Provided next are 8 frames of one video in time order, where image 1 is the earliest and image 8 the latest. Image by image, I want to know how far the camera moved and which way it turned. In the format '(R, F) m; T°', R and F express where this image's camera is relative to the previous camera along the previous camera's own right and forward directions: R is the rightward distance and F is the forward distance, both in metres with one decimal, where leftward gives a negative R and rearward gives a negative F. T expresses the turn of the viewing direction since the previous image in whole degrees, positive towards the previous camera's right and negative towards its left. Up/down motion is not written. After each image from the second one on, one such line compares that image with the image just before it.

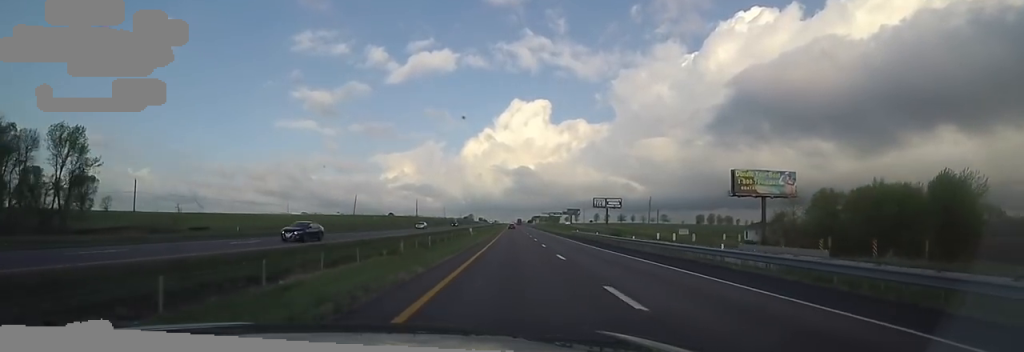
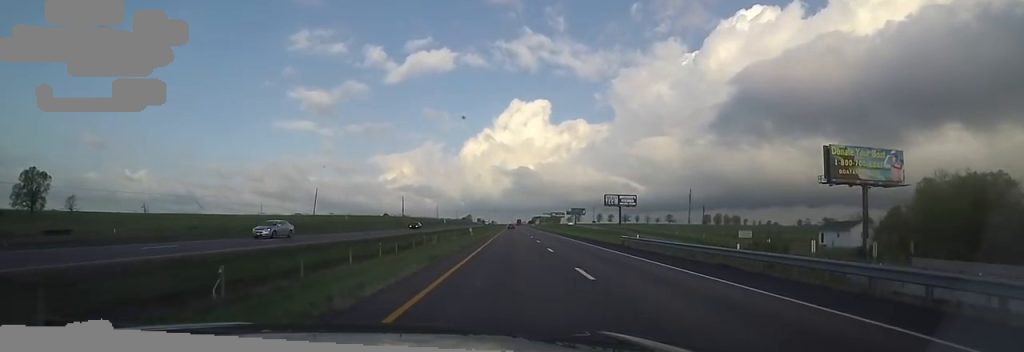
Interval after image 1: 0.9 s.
(0.0, +32.0) m; +2°
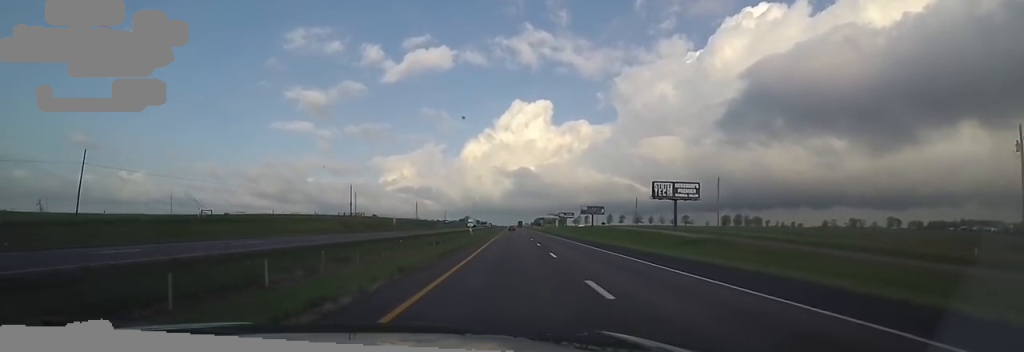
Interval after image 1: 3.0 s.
(+1.1, +76.0) m; -1°
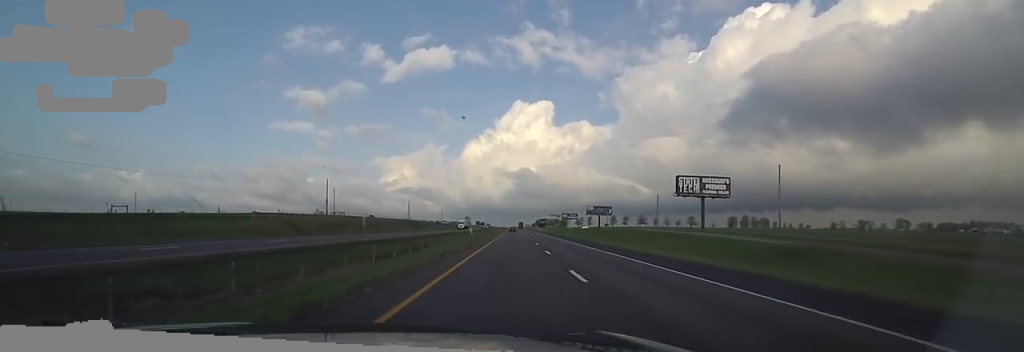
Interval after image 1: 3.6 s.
(-0.2, +21.3) m; -1°
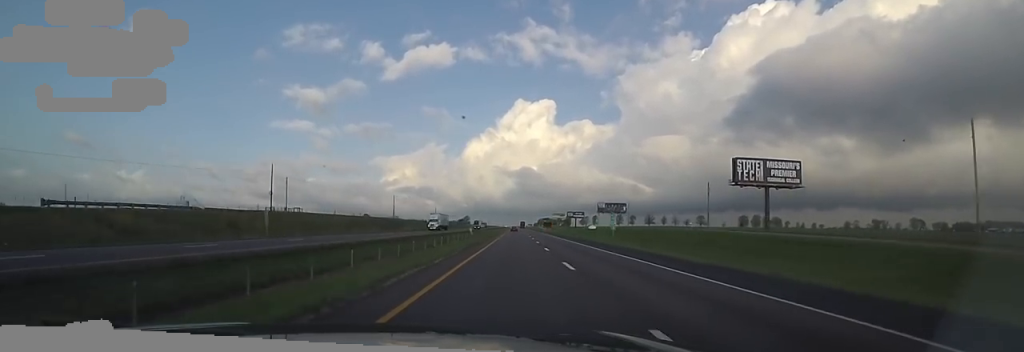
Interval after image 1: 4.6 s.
(0.0, +33.1) m; 0°
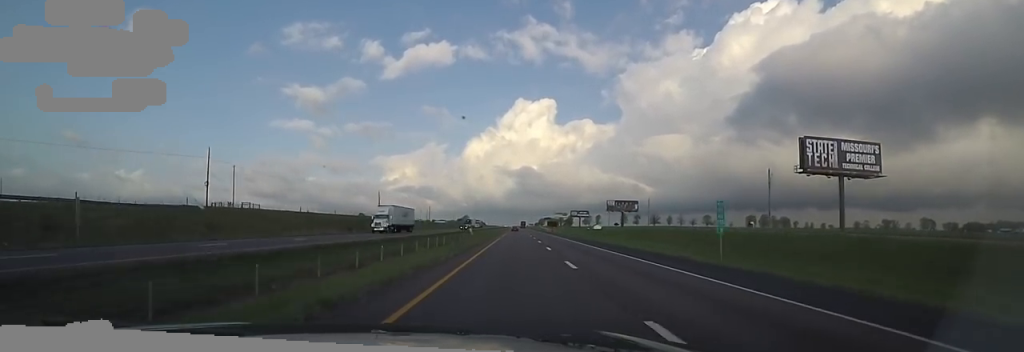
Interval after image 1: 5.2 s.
(0.0, +23.7) m; 0°
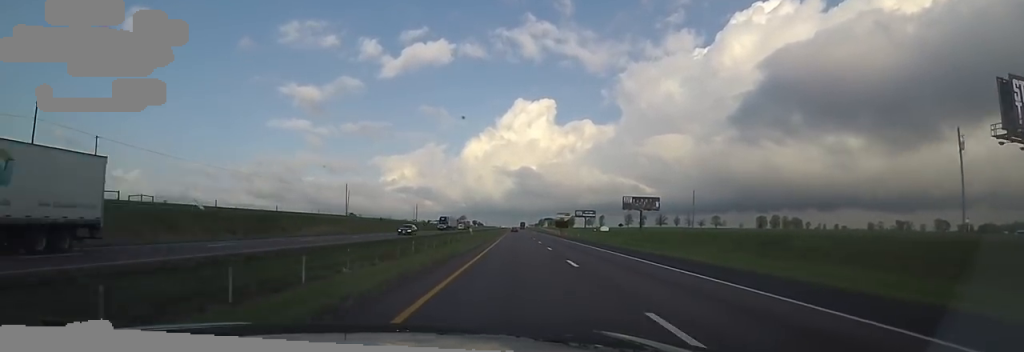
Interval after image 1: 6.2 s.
(0.0, +35.7) m; 0°
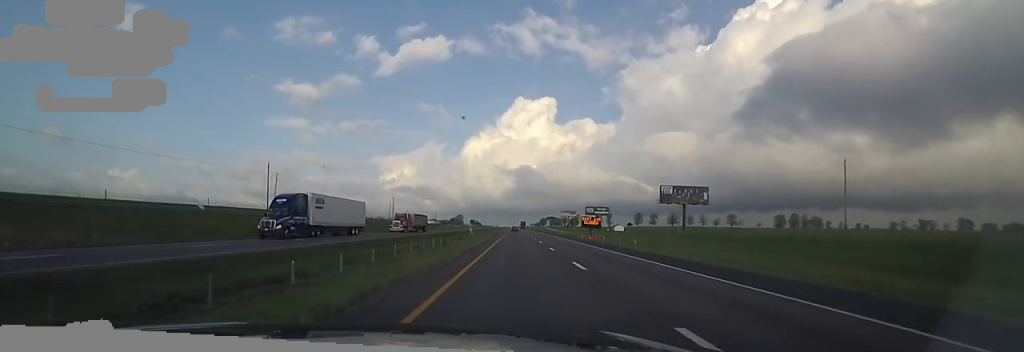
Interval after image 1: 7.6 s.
(0.0, +49.7) m; 0°
